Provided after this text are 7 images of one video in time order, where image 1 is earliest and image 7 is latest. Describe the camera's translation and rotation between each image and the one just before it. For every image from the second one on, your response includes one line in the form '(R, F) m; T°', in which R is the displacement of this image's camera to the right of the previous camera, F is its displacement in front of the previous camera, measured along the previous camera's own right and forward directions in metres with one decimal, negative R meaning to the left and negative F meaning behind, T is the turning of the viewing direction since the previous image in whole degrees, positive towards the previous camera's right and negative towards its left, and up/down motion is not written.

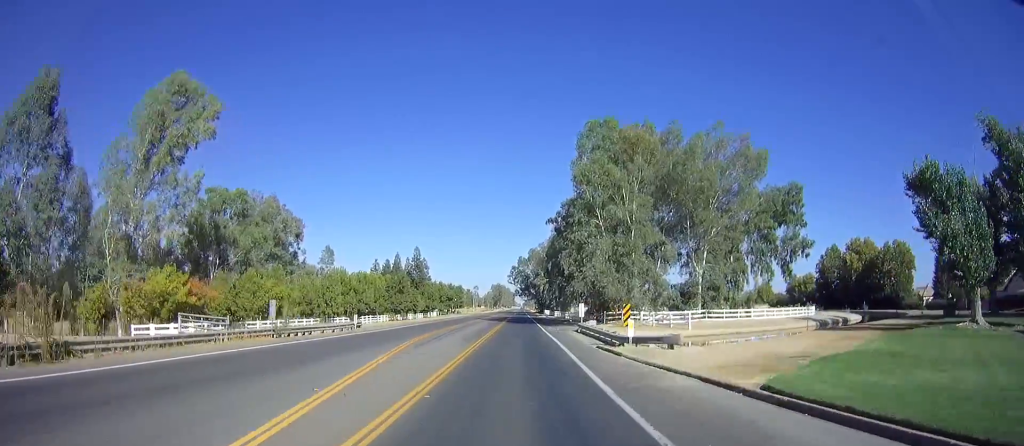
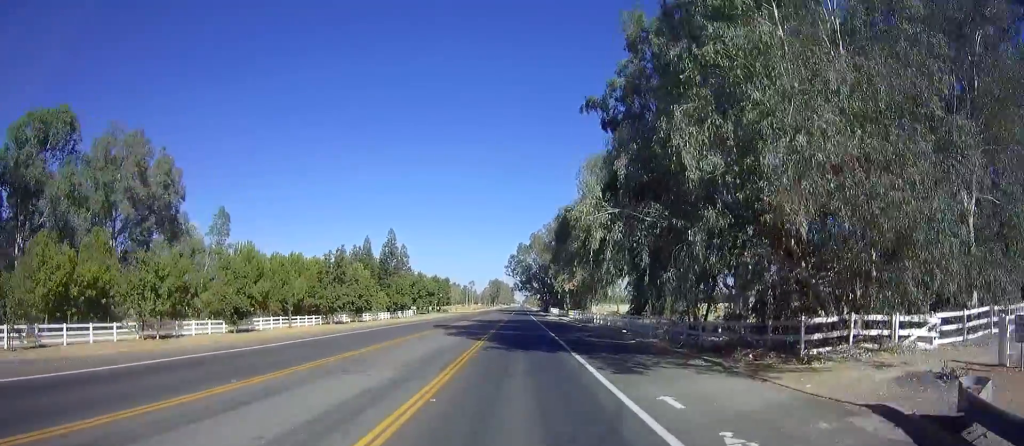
(0.0, +36.2) m; 0°
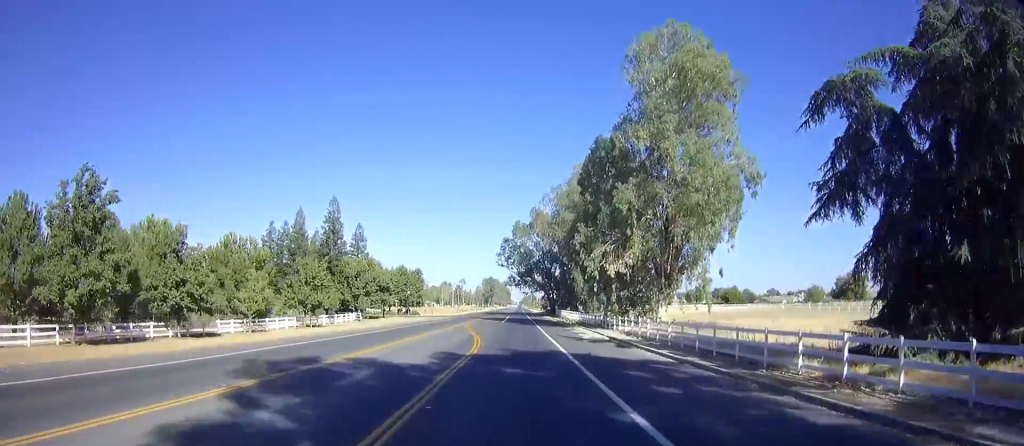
(0.0, +44.0) m; 0°
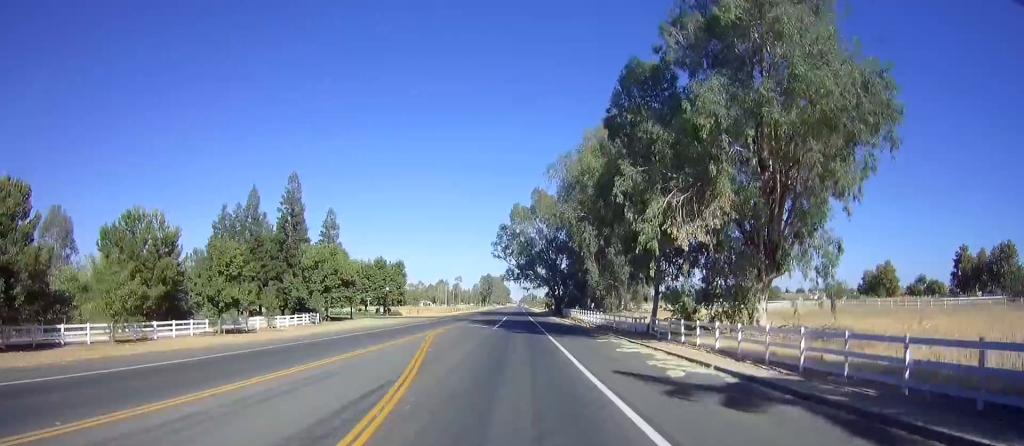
(0.0, +18.8) m; 0°
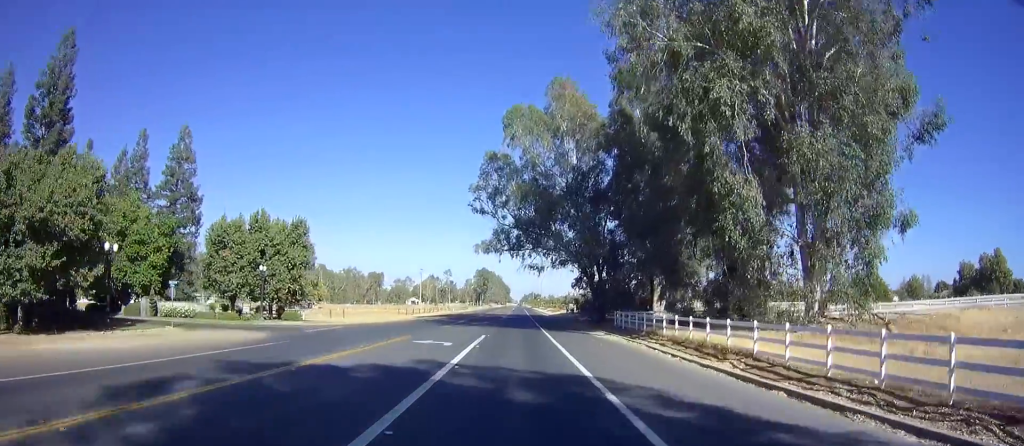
(0.0, +50.8) m; 0°
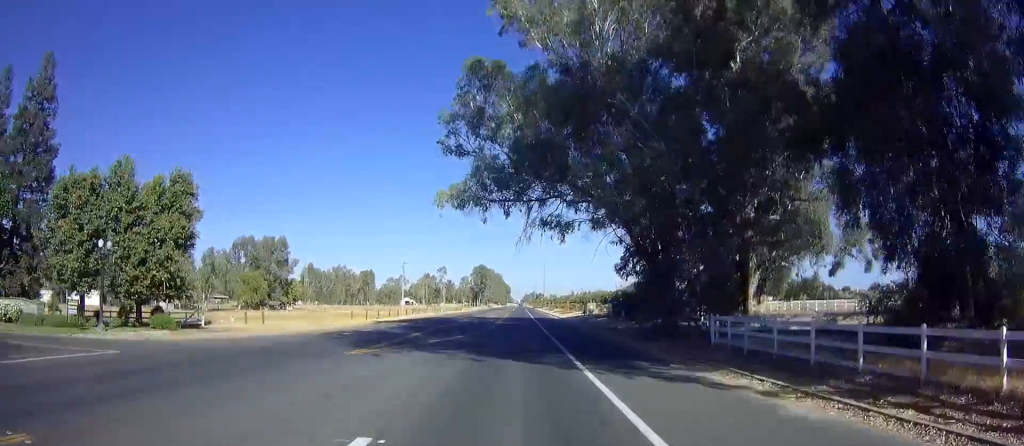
(0.0, +22.7) m; 0°
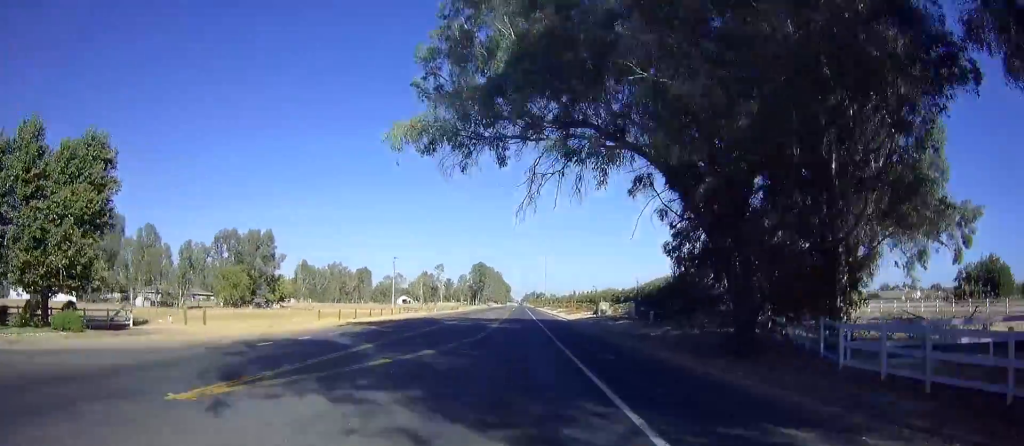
(0.0, +9.6) m; 0°
